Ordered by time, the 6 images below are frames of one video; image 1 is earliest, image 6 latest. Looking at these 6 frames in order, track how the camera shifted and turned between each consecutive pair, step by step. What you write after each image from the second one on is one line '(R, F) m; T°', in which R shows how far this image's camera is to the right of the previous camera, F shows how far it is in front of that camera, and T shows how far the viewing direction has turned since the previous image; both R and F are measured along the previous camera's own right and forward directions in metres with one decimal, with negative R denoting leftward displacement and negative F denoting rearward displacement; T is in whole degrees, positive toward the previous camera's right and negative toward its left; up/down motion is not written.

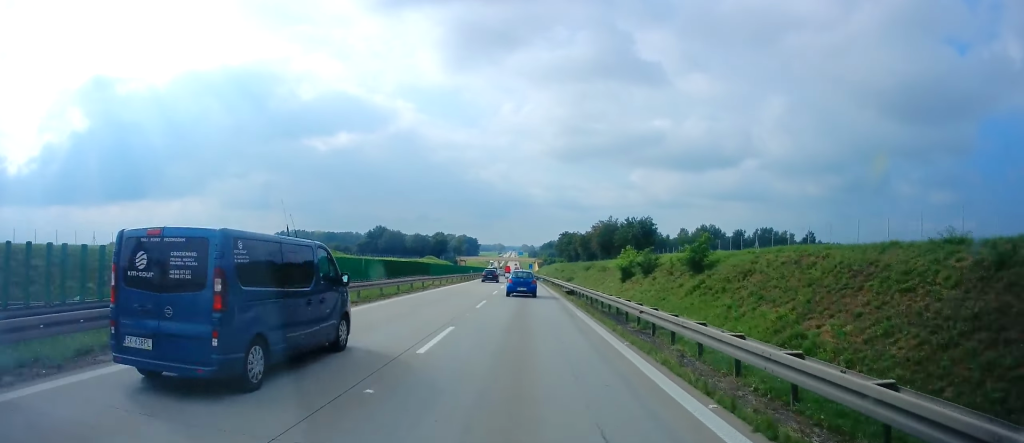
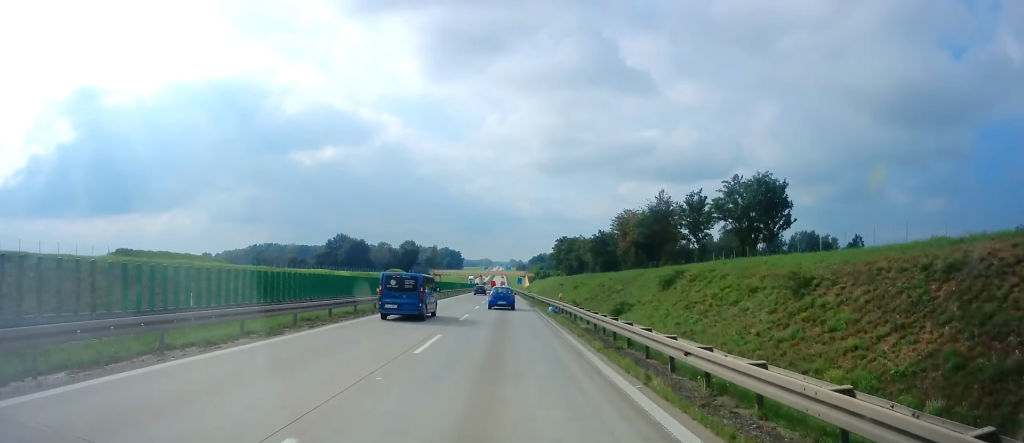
(0.0, +45.2) m; +1°
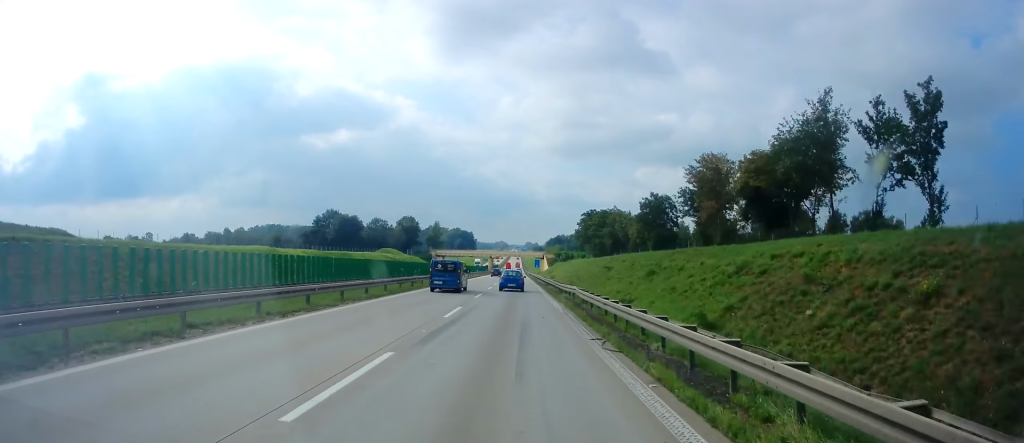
(+0.2, +30.8) m; +1°
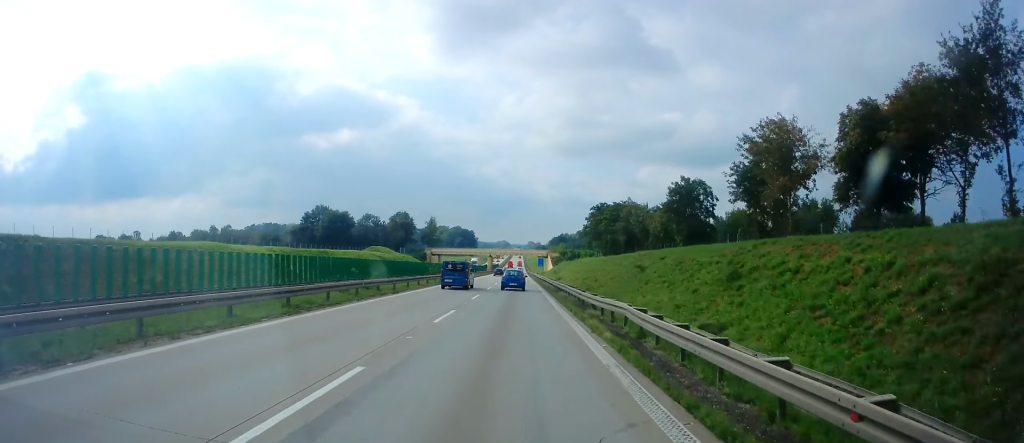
(+0.3, +13.4) m; 0°
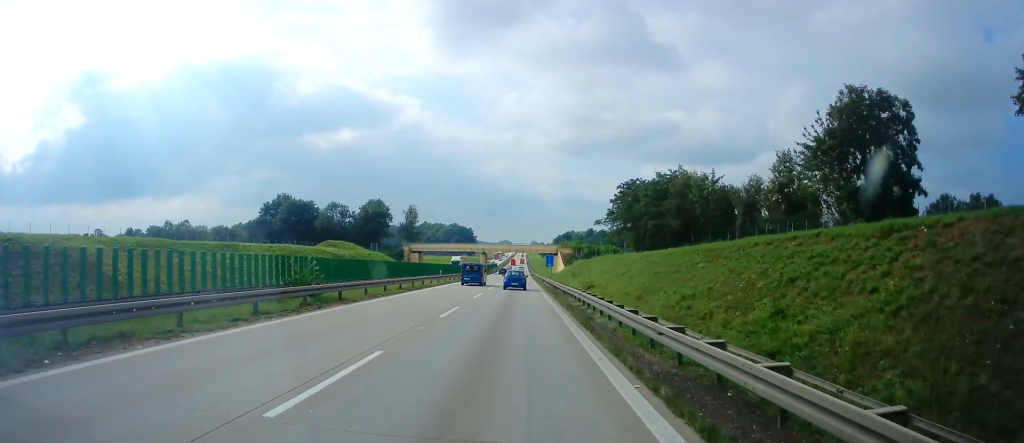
(-0.6, +33.5) m; -1°
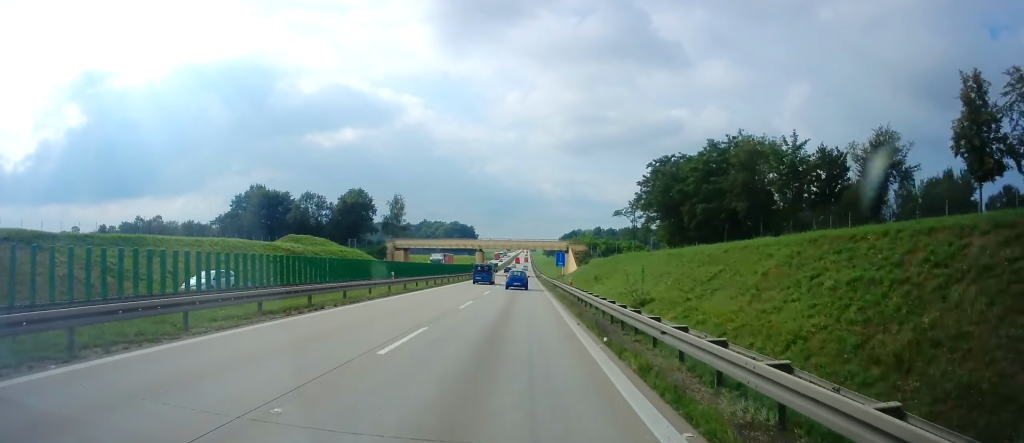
(+0.3, +19.6) m; 0°
